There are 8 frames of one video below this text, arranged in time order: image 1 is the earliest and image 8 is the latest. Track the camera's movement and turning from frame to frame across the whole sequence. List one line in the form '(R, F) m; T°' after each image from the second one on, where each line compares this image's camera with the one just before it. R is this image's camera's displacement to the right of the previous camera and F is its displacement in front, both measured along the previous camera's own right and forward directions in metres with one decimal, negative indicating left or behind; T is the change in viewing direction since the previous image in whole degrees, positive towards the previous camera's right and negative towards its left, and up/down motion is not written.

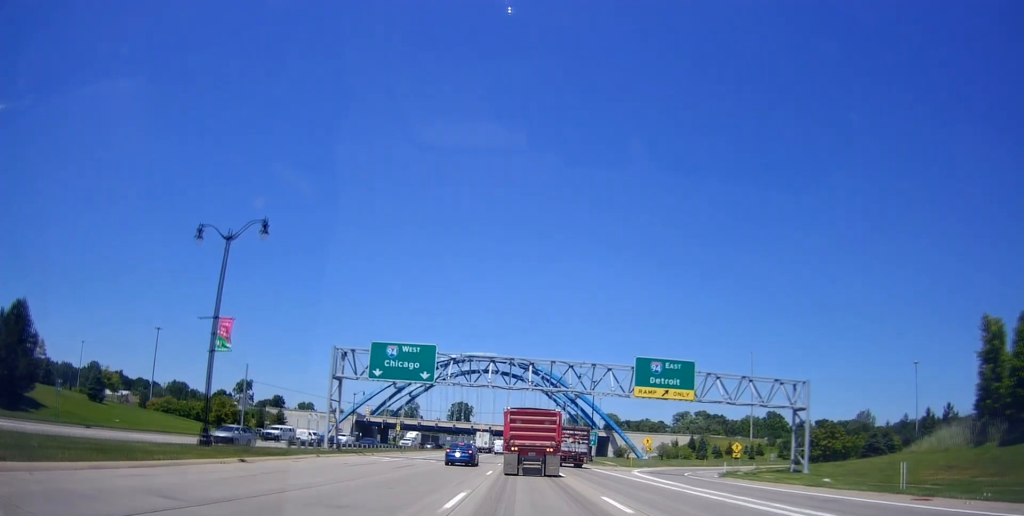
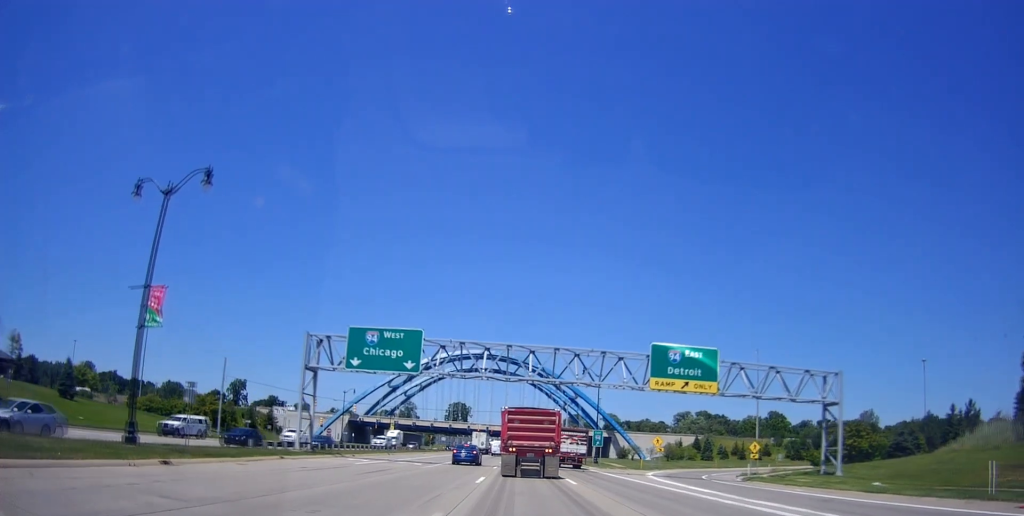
(0.0, +6.0) m; 0°
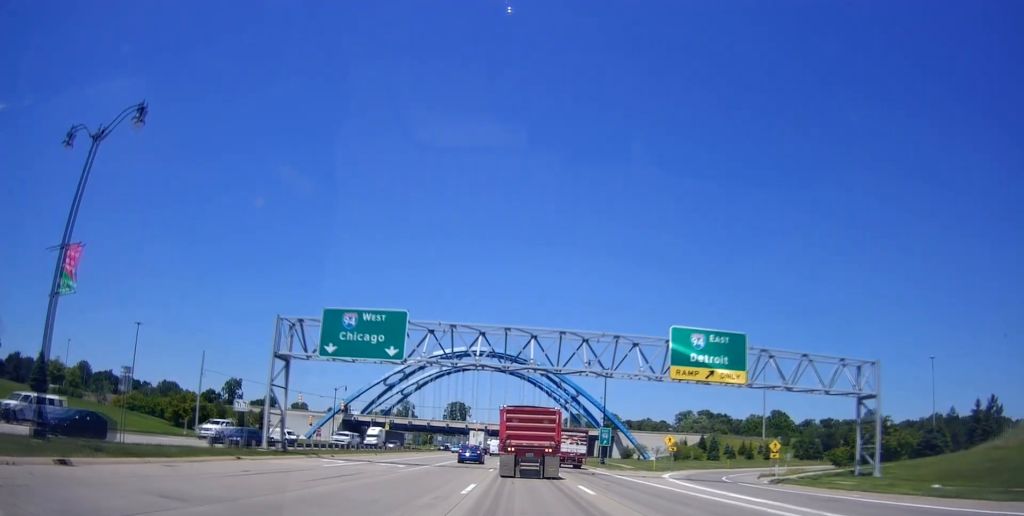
(0.0, +5.2) m; 0°
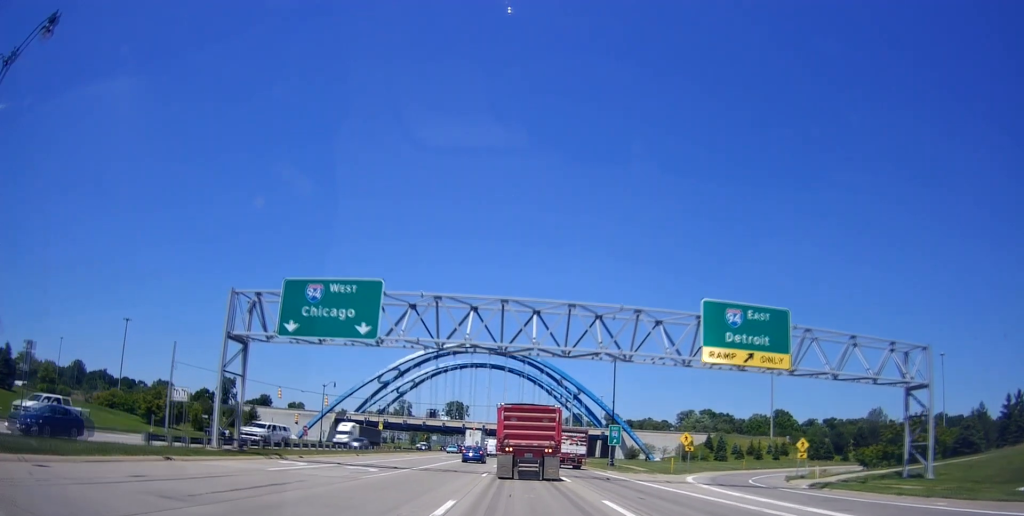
(0.0, +6.2) m; 0°
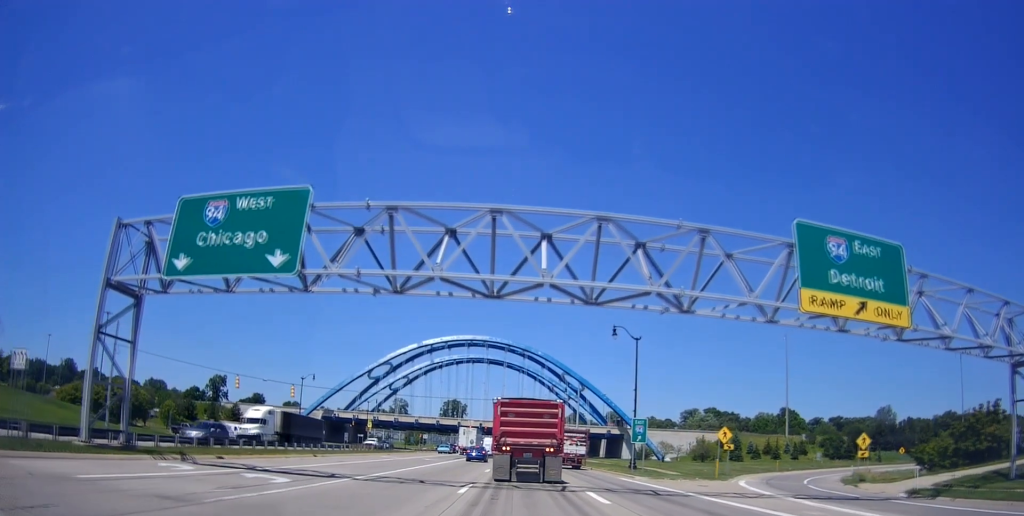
(0.0, +10.1) m; 0°
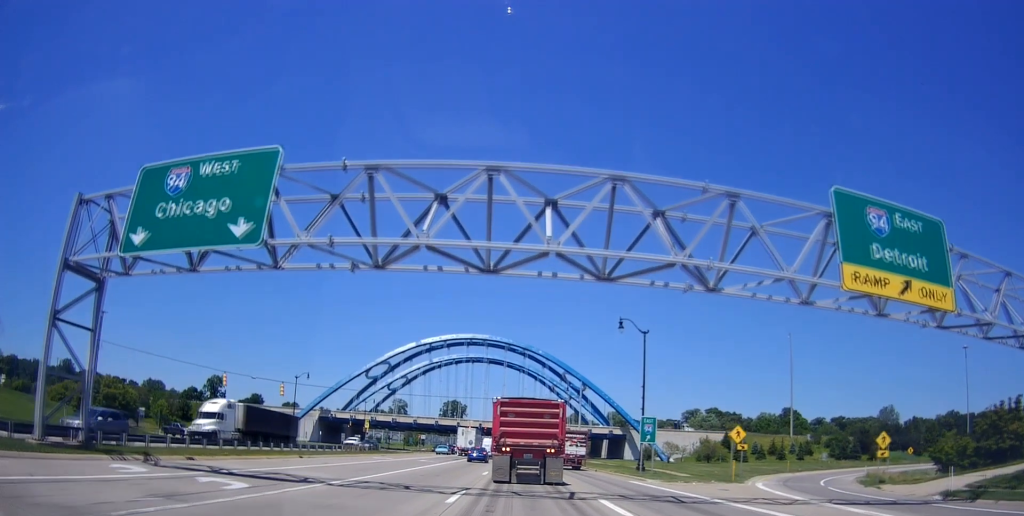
(0.0, +2.7) m; 0°
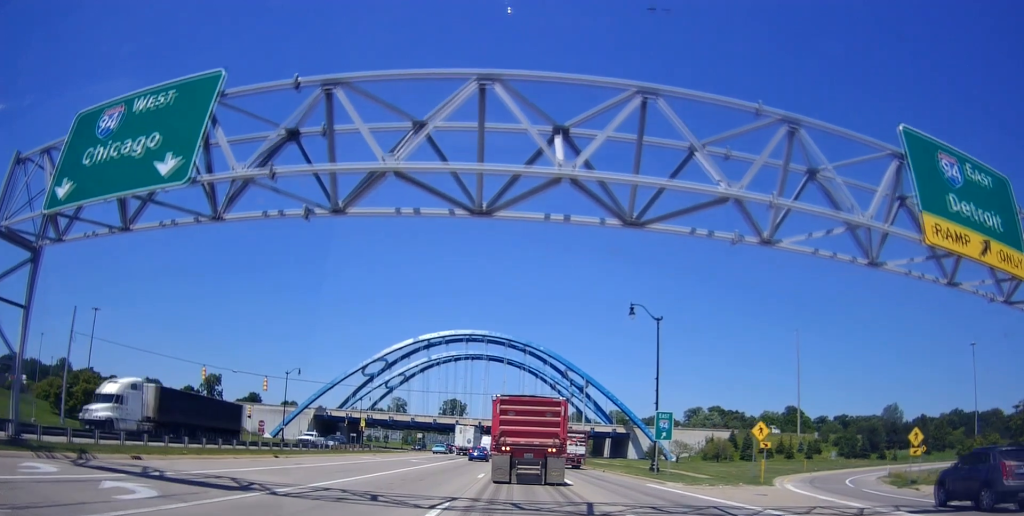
(0.0, +4.2) m; 0°
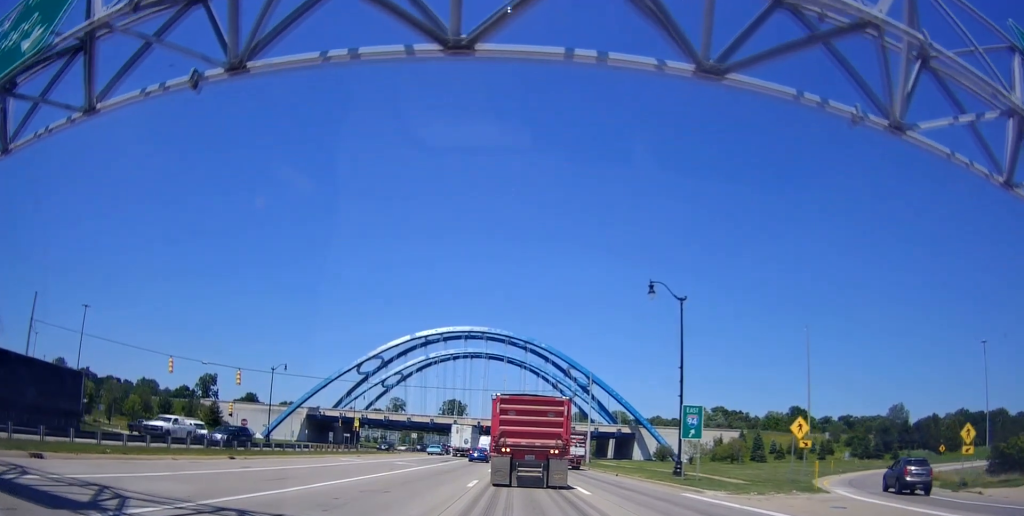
(0.0, +5.8) m; 0°
